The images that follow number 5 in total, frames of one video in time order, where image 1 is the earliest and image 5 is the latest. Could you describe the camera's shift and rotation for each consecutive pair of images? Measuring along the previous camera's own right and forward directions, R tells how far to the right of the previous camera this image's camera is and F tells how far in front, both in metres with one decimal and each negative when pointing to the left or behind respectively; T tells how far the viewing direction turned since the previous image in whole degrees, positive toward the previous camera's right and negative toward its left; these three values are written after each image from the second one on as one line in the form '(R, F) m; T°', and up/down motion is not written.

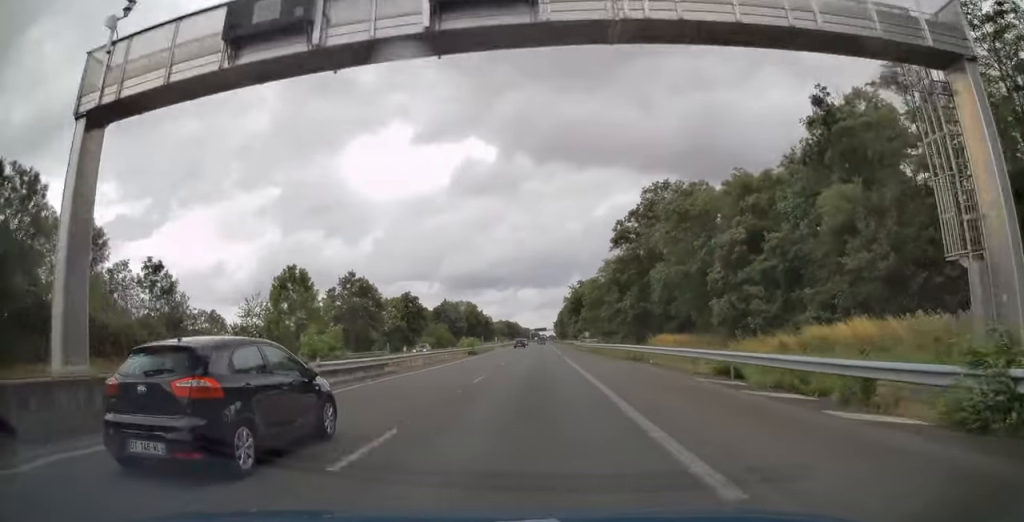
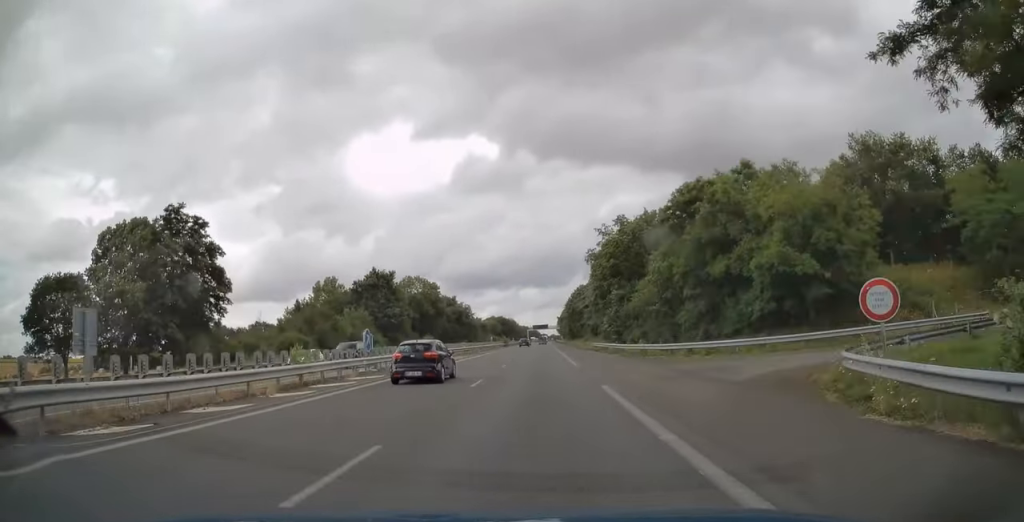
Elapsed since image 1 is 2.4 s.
(-0.1, +79.2) m; 0°
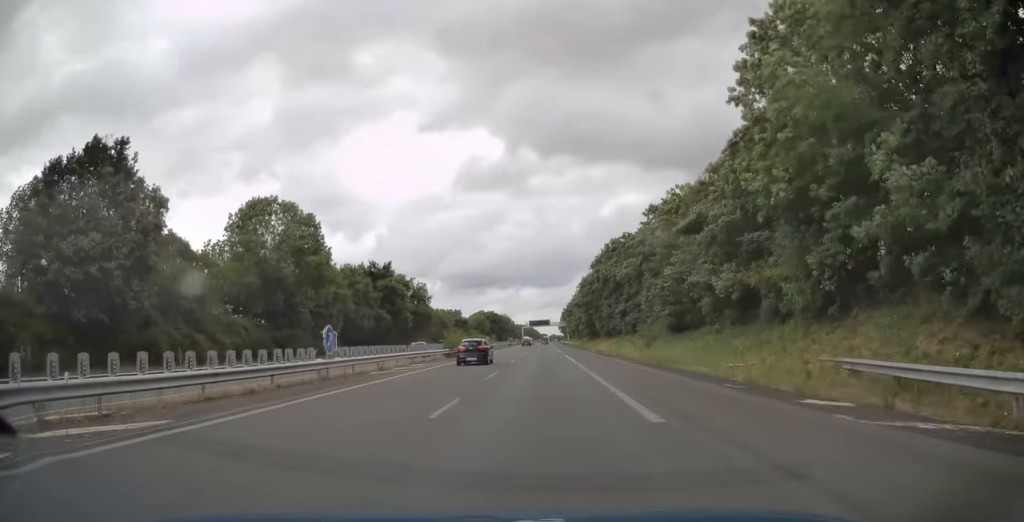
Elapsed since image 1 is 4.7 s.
(0.0, +72.2) m; 0°
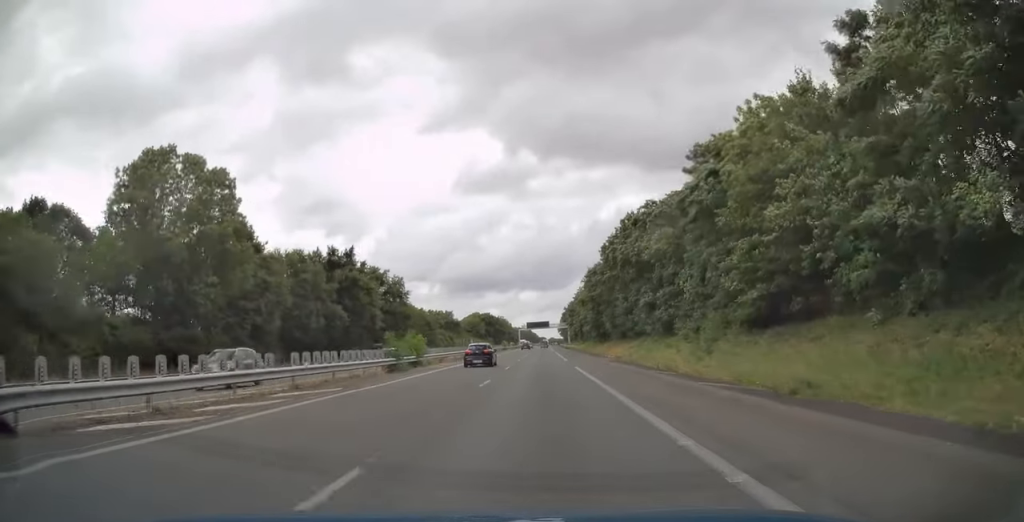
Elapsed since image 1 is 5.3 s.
(0.0, +18.3) m; 0°
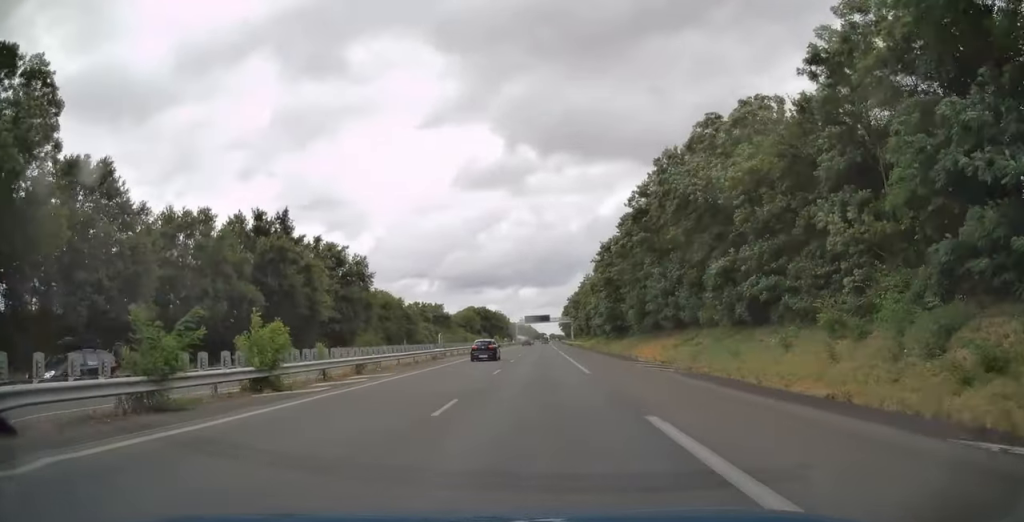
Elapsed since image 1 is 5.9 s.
(0.0, +21.0) m; 0°
